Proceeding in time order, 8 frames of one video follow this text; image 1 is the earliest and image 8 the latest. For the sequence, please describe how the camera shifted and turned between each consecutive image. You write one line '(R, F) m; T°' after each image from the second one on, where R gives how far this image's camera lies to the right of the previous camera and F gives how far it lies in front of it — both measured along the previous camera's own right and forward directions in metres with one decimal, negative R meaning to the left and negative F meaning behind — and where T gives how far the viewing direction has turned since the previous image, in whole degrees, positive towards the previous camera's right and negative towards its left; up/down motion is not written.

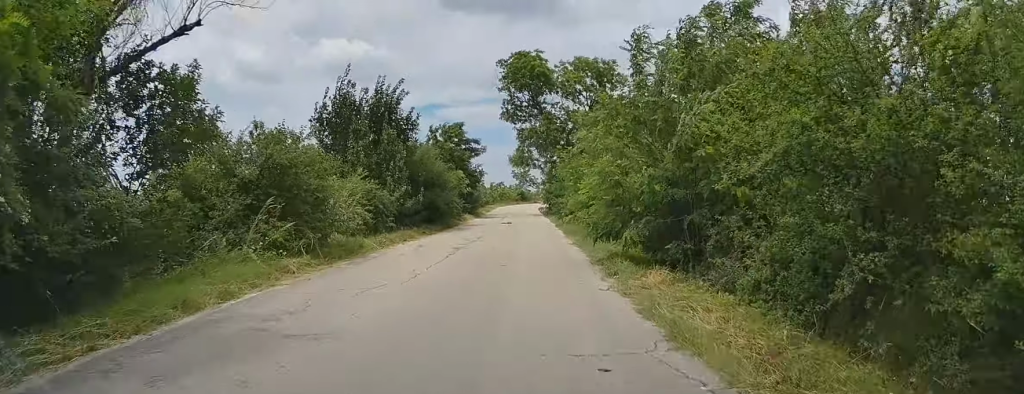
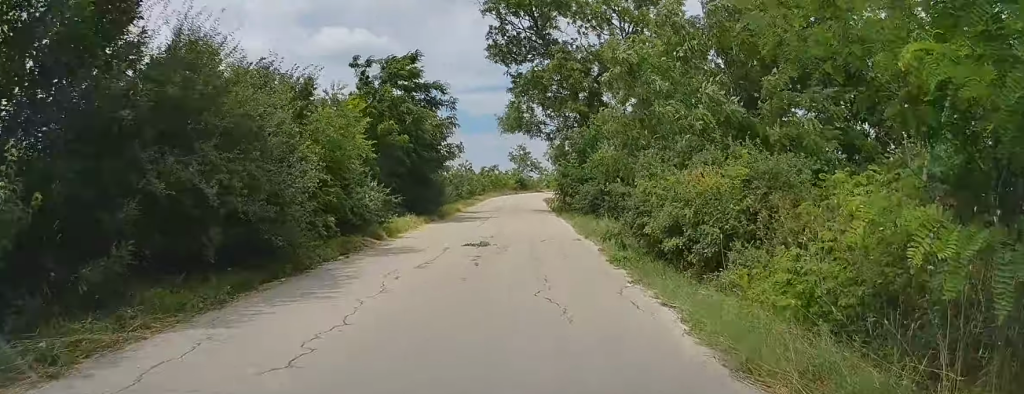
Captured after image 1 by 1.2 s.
(+0.1, +21.5) m; 0°
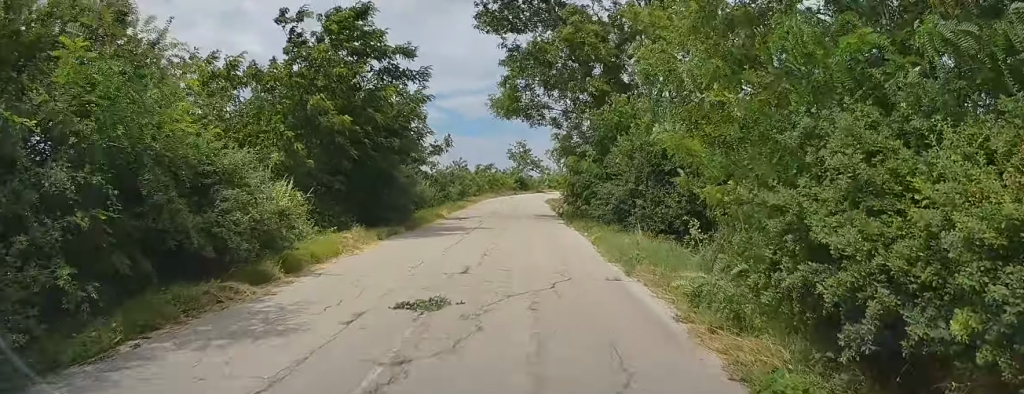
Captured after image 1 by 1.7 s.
(+0.1, +7.5) m; 0°
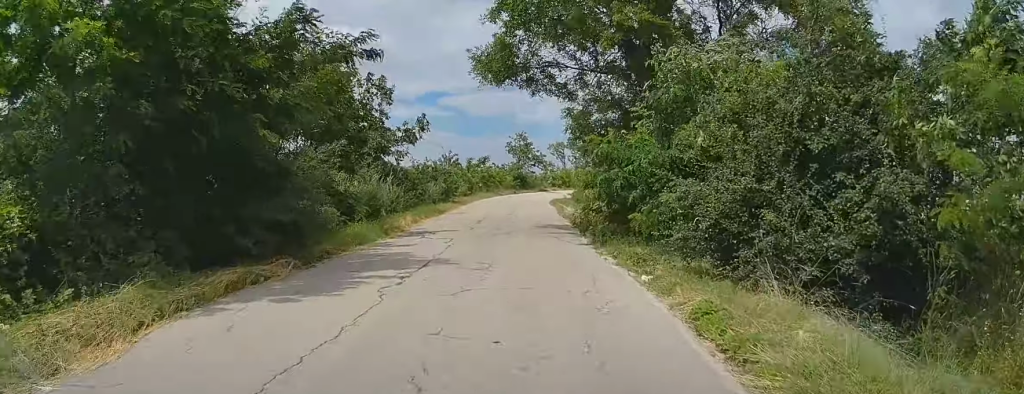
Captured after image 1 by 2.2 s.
(-0.1, +9.8) m; -1°
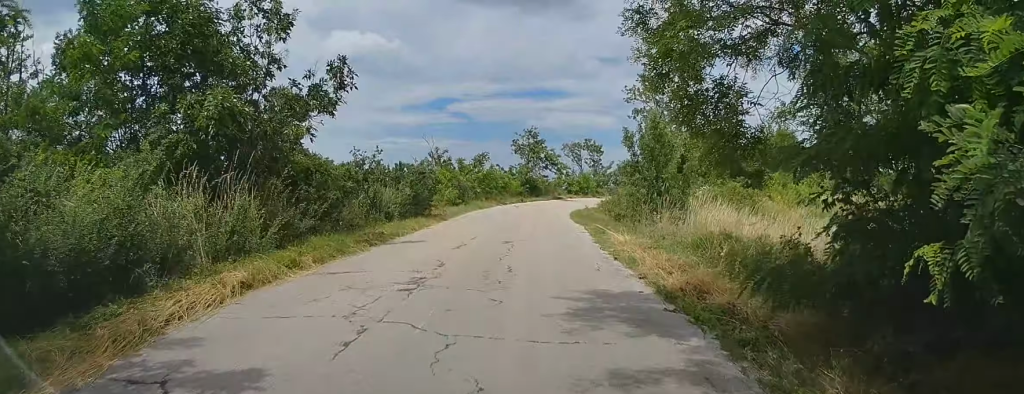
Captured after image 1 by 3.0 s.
(-0.1, +13.8) m; 0°
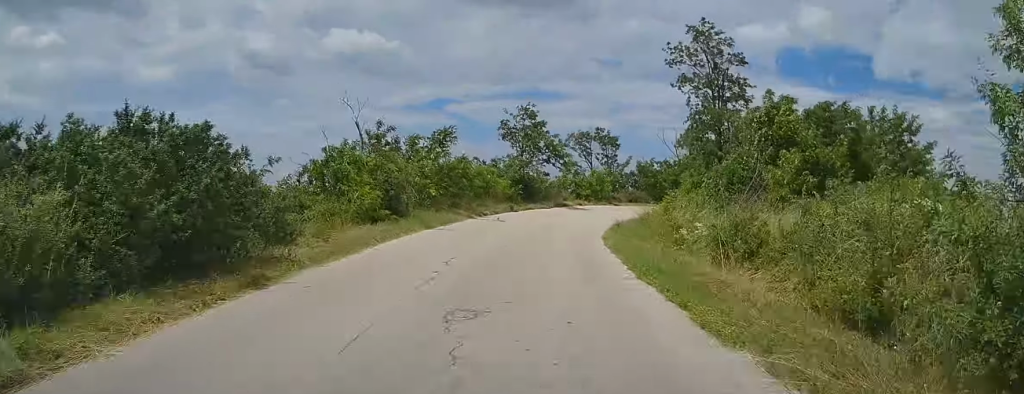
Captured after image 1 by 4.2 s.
(+0.1, +19.3) m; +1°
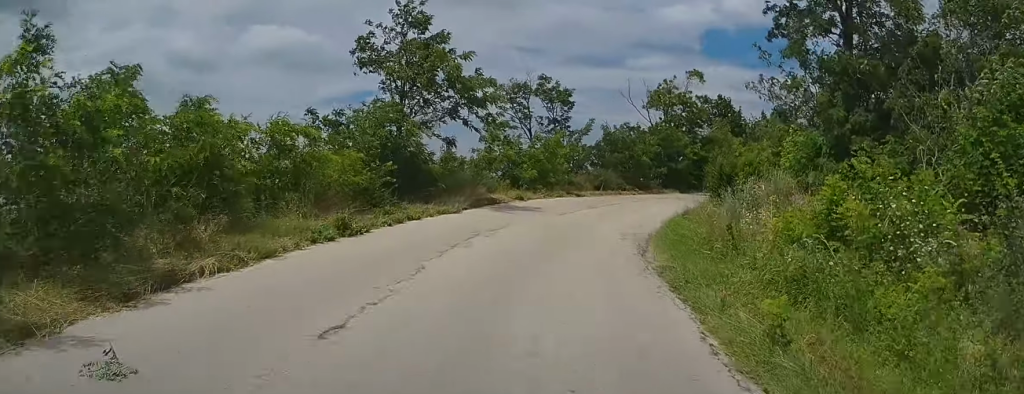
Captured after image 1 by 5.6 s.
(+0.6, +23.5) m; +6°
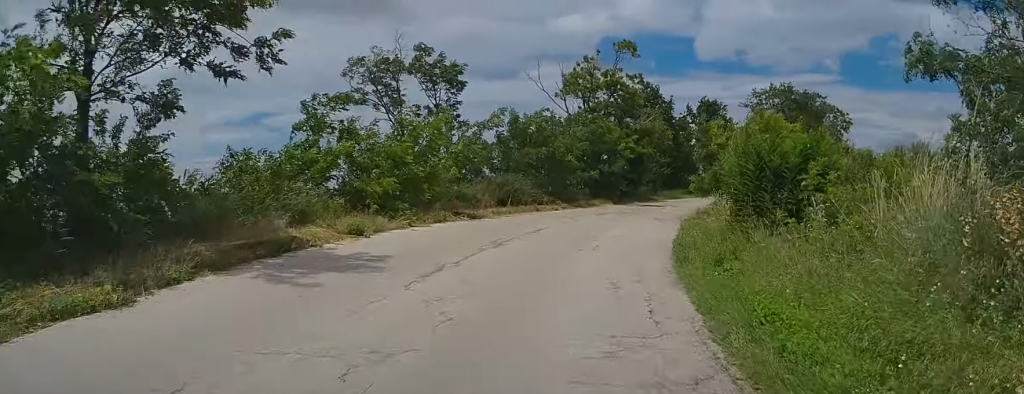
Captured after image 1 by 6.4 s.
(+0.9, +13.1) m; +9°
